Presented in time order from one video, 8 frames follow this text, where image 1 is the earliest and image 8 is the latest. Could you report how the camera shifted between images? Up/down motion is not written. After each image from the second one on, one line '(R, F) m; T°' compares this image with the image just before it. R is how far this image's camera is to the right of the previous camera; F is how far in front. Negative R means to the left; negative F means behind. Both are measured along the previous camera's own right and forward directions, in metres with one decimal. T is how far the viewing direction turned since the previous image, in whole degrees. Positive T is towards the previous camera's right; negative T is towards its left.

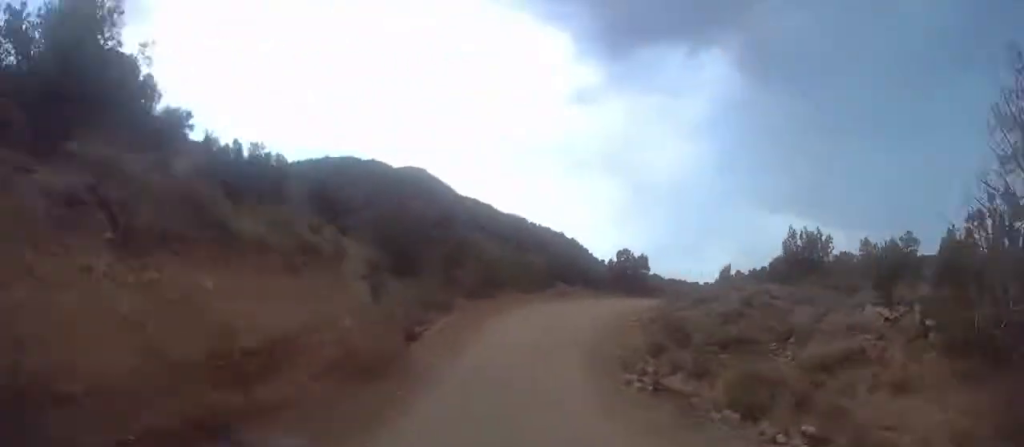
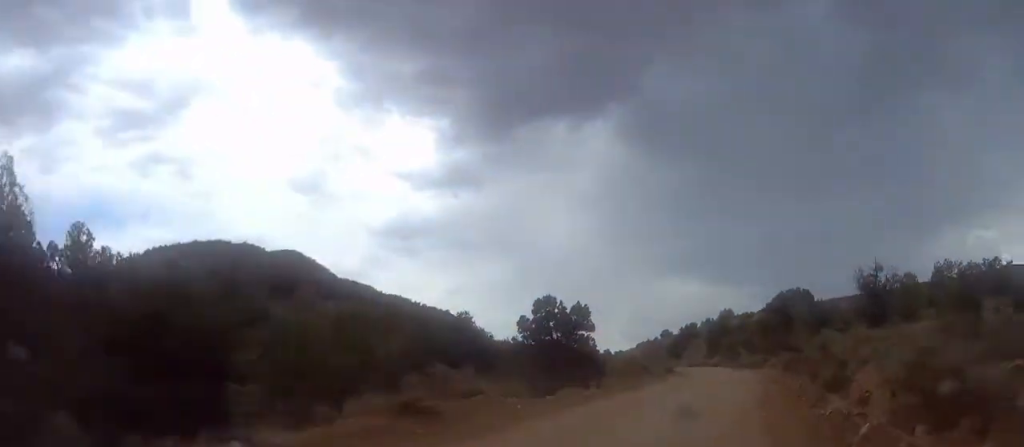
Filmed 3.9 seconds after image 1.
(+0.6, +34.4) m; +4°
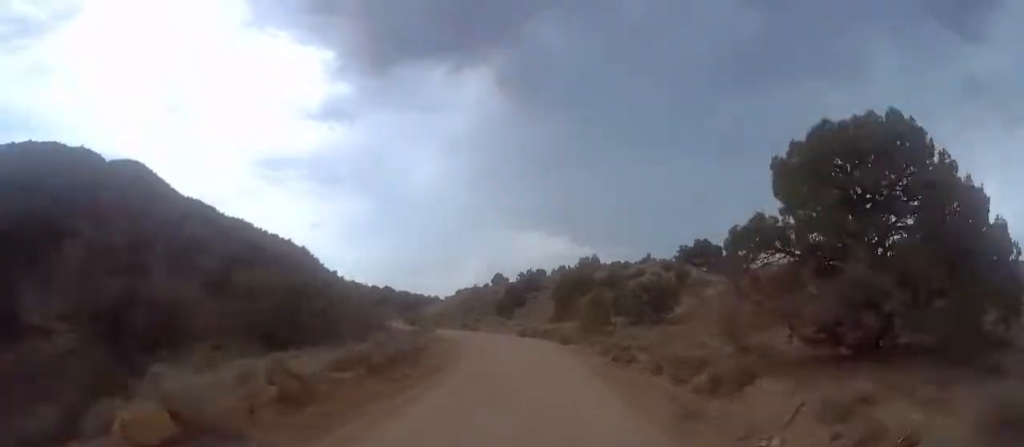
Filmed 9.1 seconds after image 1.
(+3.1, +46.0) m; -1°
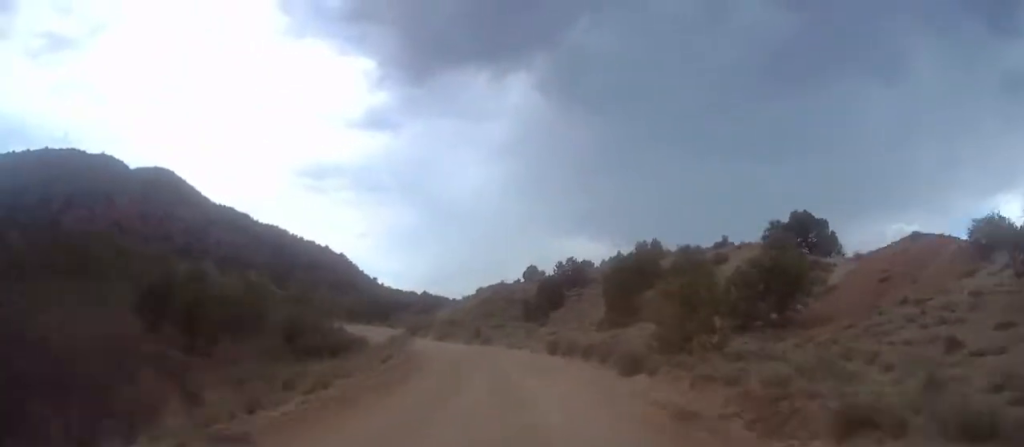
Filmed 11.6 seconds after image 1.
(-1.3, +22.5) m; -5°
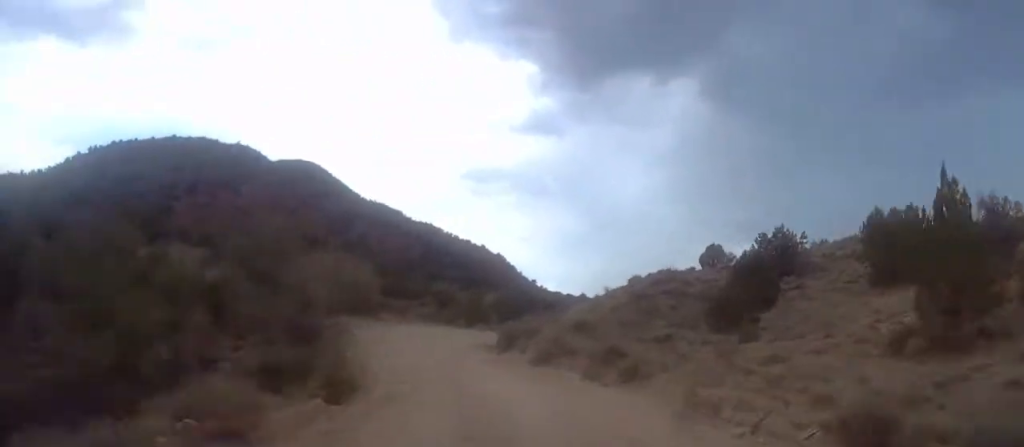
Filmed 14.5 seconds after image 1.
(-2.4, +26.5) m; -5°
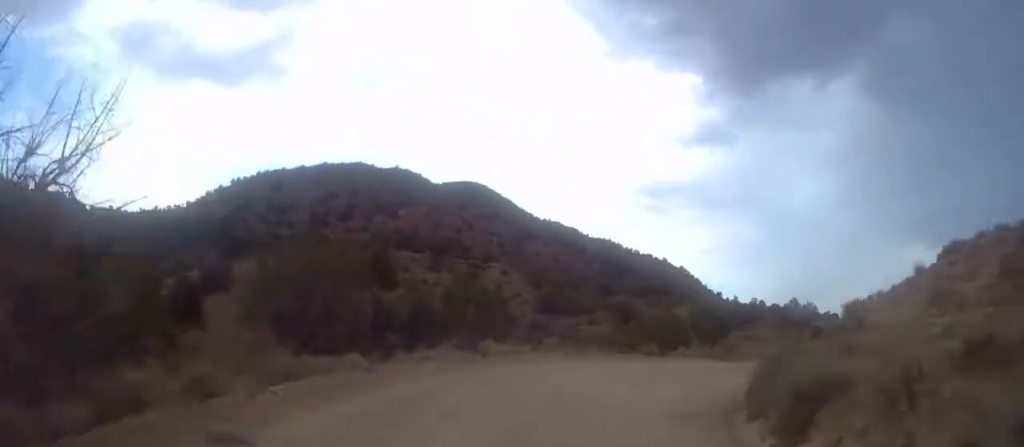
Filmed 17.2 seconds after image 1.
(-0.2, +24.3) m; +3°
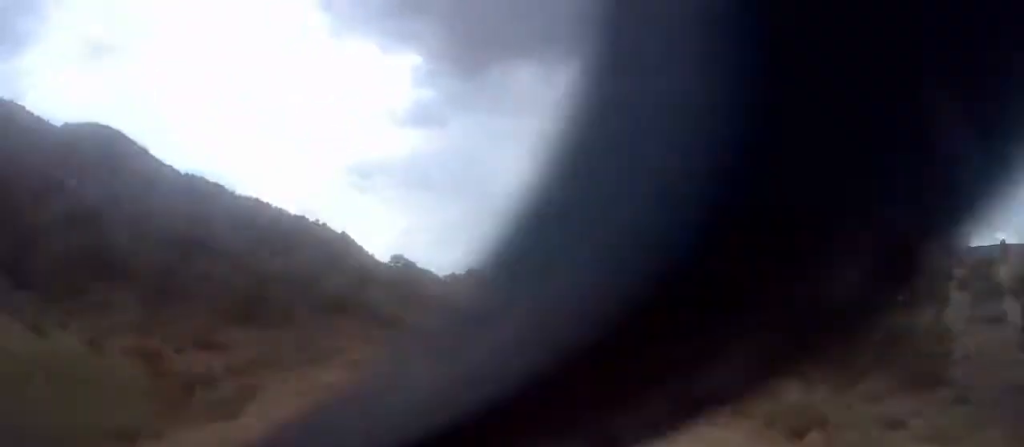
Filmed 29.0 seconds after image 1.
(+15.4, +104.7) m; +9°
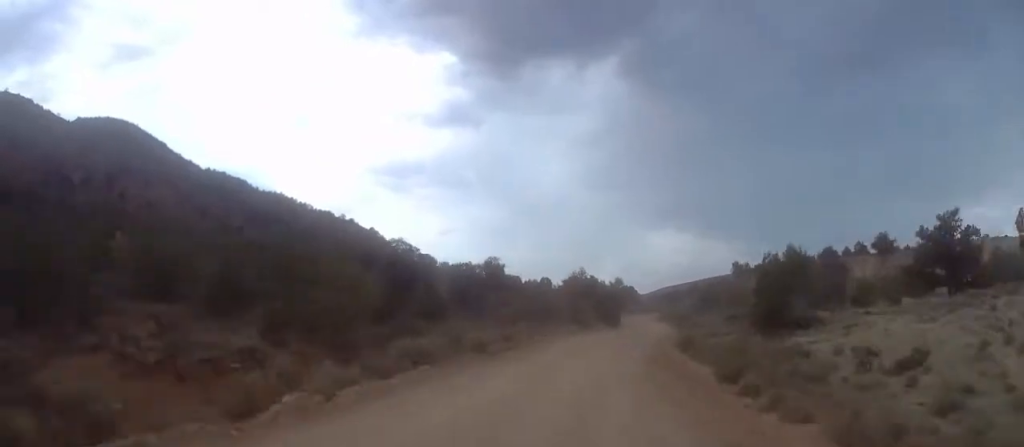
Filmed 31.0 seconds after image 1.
(-0.3, +18.3) m; -1°
